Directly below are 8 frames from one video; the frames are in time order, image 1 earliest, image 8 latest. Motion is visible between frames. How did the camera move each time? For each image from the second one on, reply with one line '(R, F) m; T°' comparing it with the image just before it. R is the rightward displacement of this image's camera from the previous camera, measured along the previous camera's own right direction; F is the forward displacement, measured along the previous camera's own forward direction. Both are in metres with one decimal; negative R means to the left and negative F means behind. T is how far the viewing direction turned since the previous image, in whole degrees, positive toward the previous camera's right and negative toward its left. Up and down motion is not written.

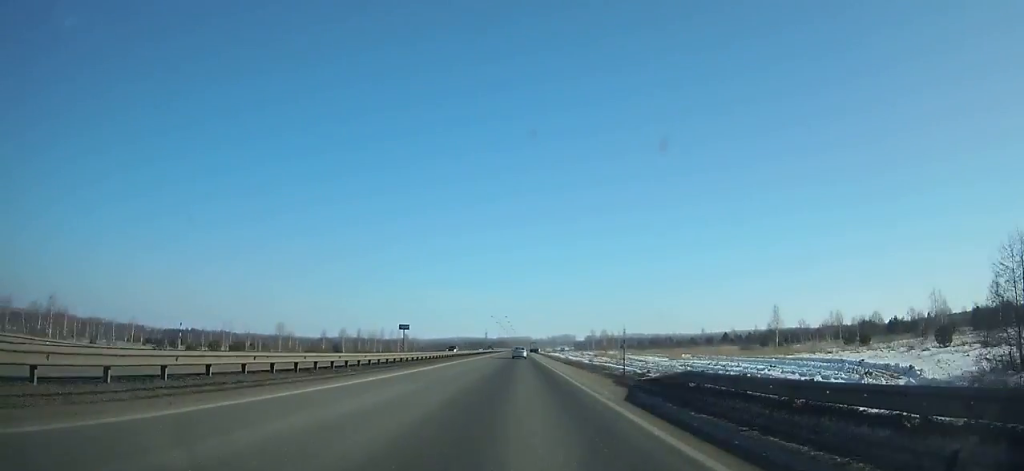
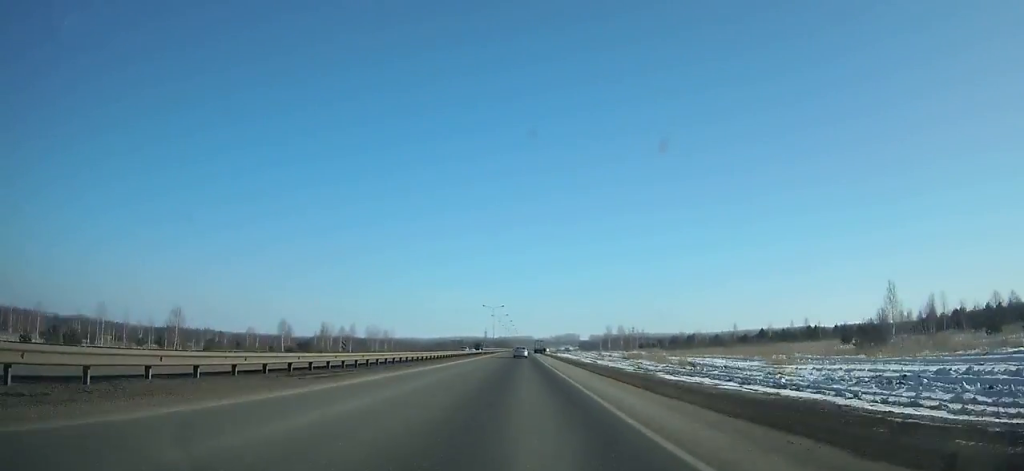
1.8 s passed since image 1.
(-0.1, +47.9) m; 0°
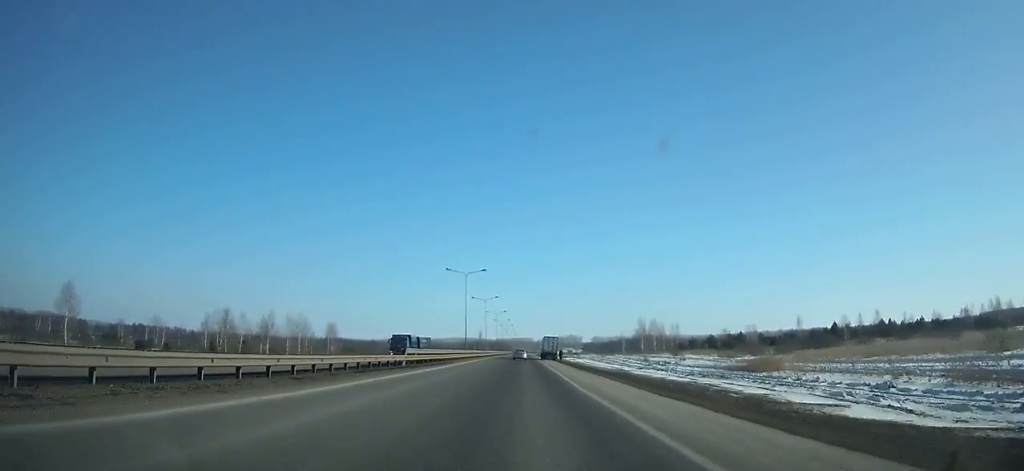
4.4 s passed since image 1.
(-0.1, +69.0) m; 0°
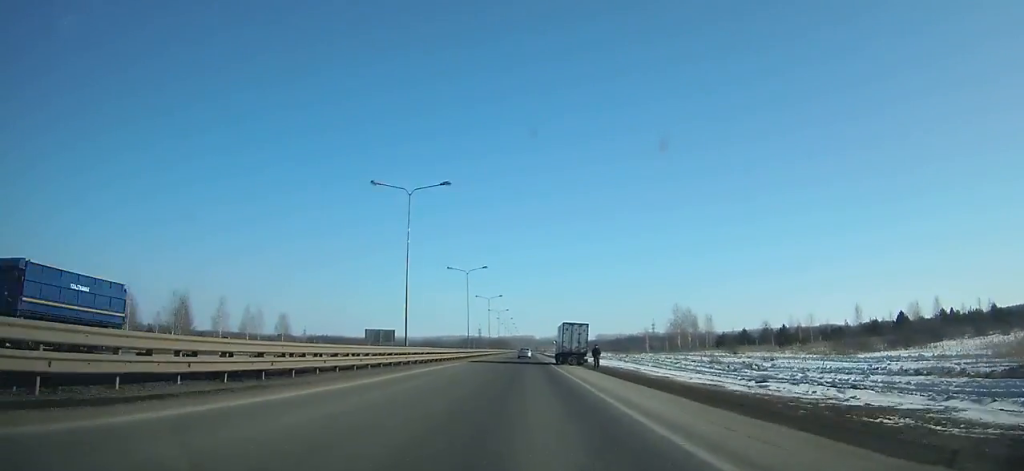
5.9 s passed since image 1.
(+0.2, +40.0) m; +1°
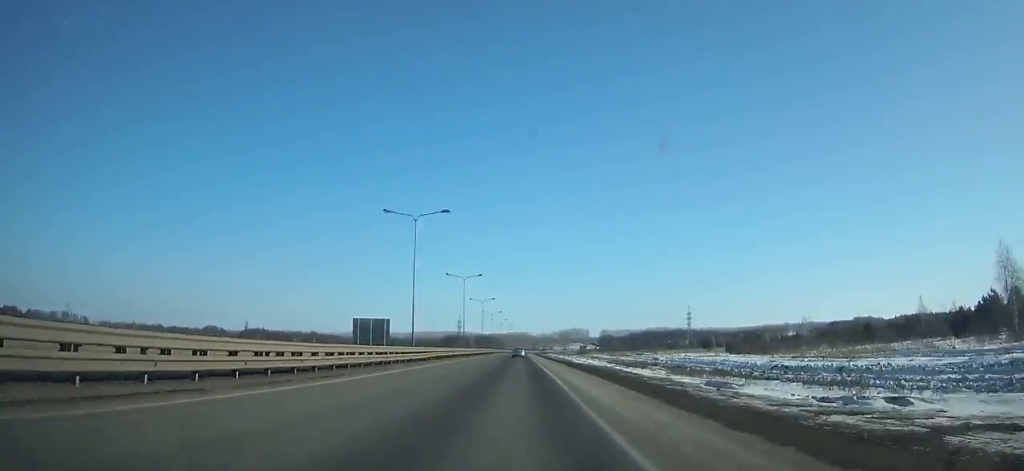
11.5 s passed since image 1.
(+0.8, +150.9) m; 0°
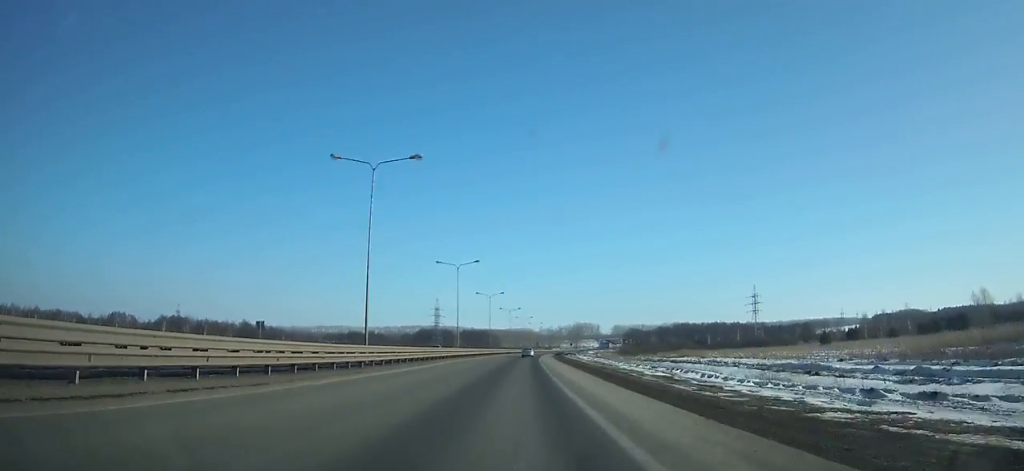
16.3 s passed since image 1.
(-0.4, +131.5) m; 0°
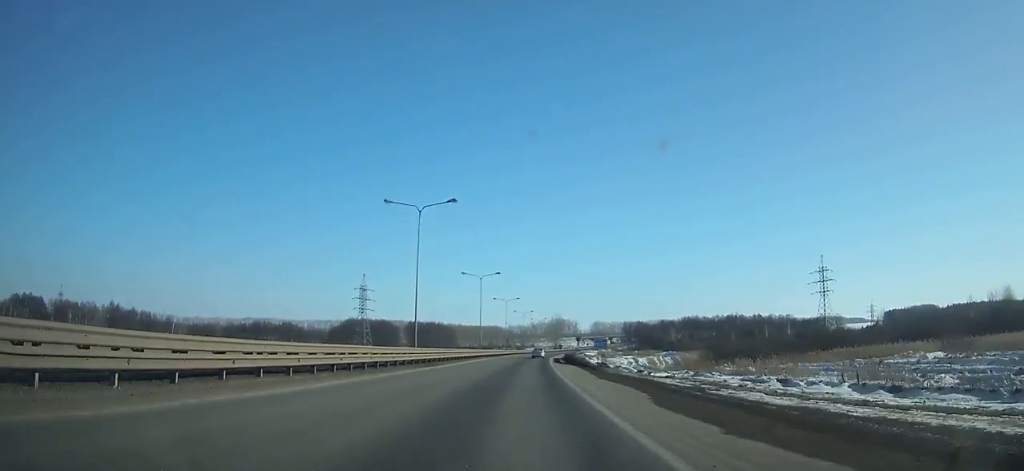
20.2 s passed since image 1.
(+2.3, +106.9) m; +3°
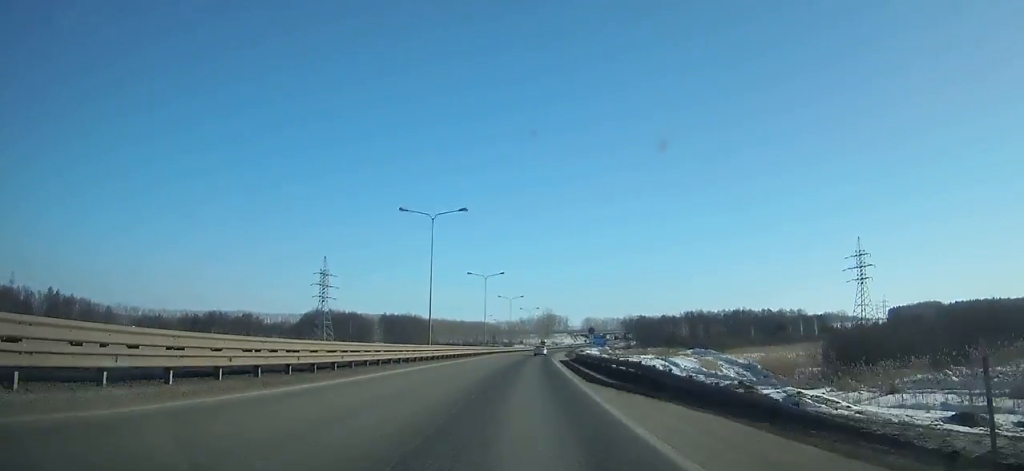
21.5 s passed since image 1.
(0.0, +35.5) m; +1°
